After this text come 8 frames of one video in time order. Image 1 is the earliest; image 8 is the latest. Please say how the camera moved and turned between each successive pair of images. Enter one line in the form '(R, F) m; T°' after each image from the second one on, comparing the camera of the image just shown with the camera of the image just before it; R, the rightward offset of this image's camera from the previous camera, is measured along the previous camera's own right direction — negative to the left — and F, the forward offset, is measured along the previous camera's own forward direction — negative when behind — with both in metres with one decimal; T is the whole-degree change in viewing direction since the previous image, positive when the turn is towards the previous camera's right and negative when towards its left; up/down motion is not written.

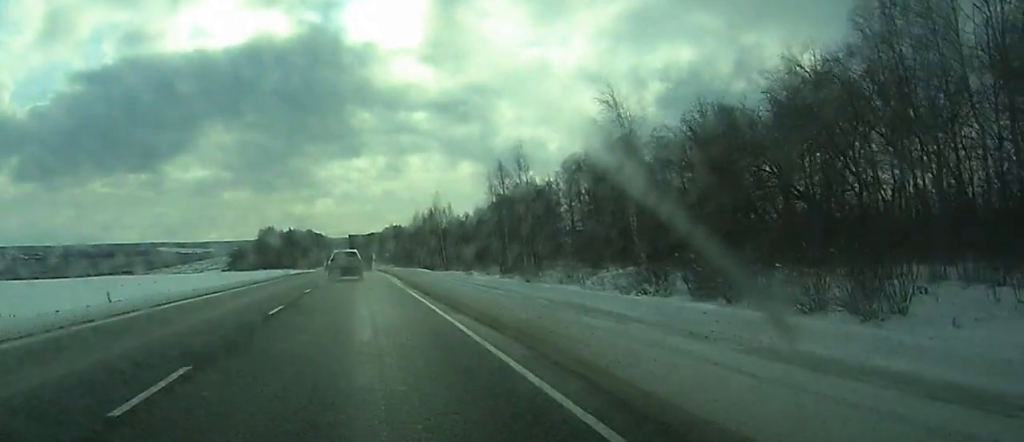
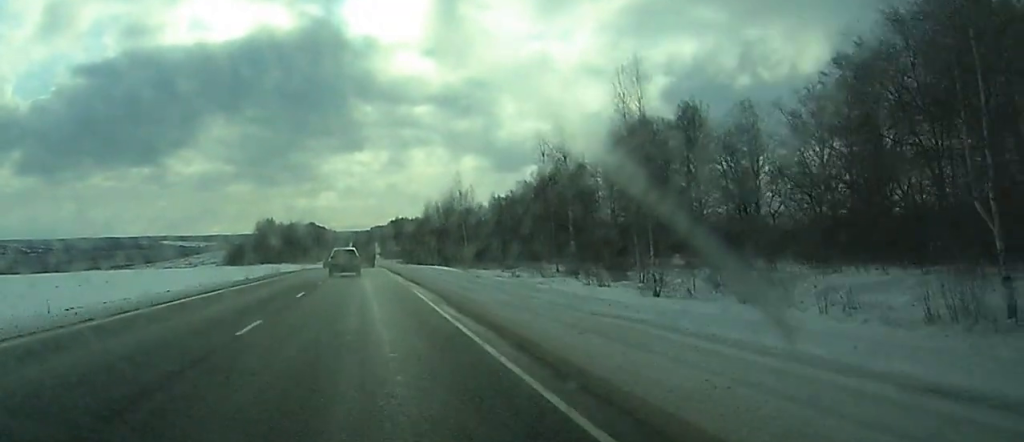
(0.0, +24.4) m; -1°
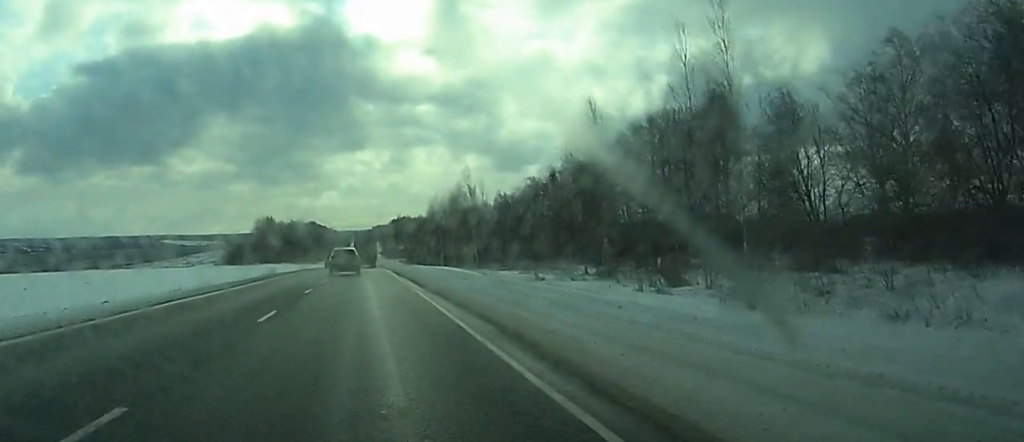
(-0.1, +8.0) m; 0°
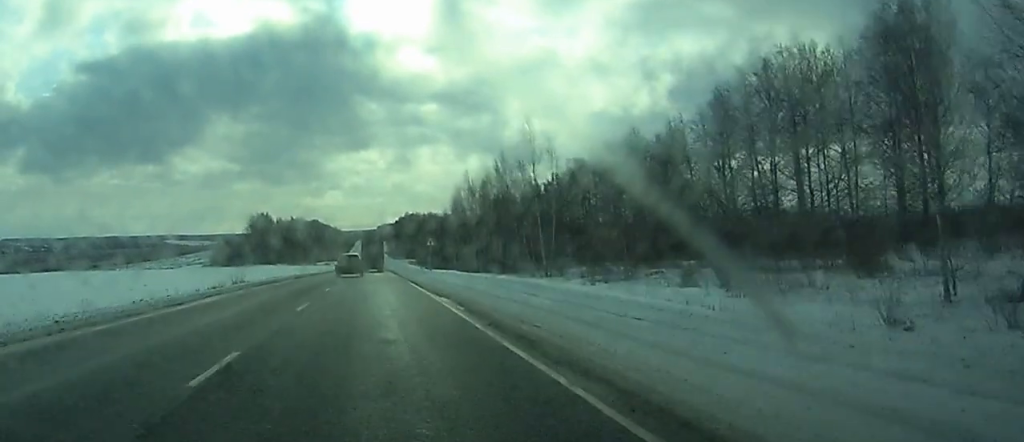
(-0.3, +36.8) m; -1°
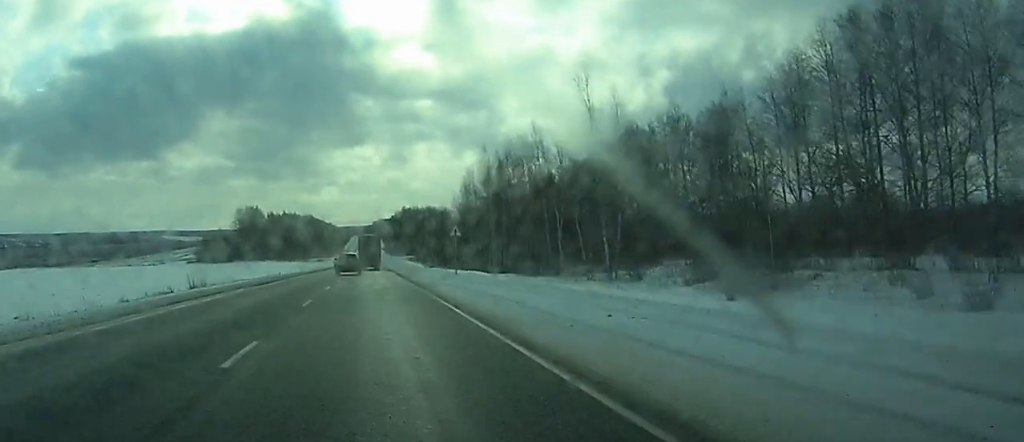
(0.0, +19.9) m; 0°
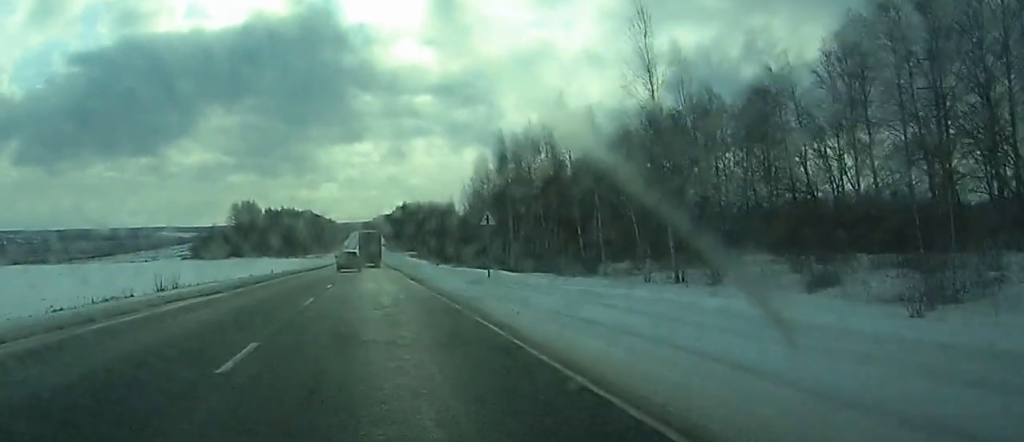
(0.0, +11.4) m; 0°
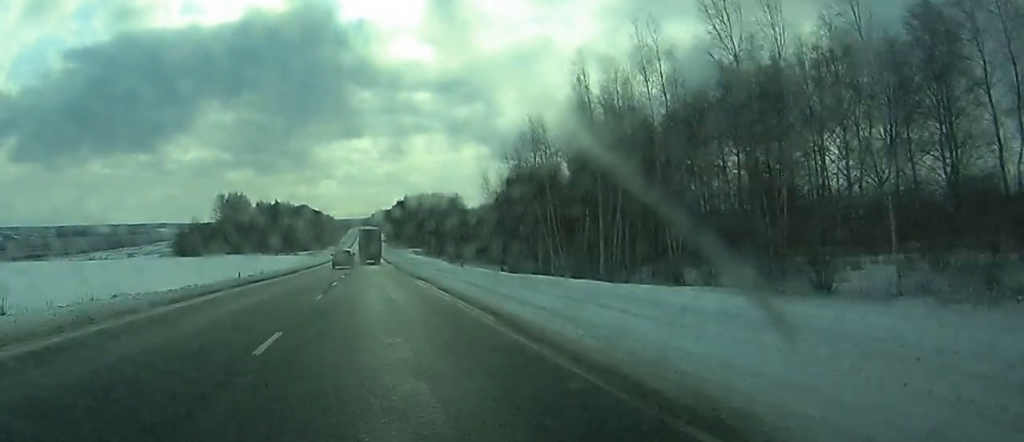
(+0.2, +34.6) m; +1°
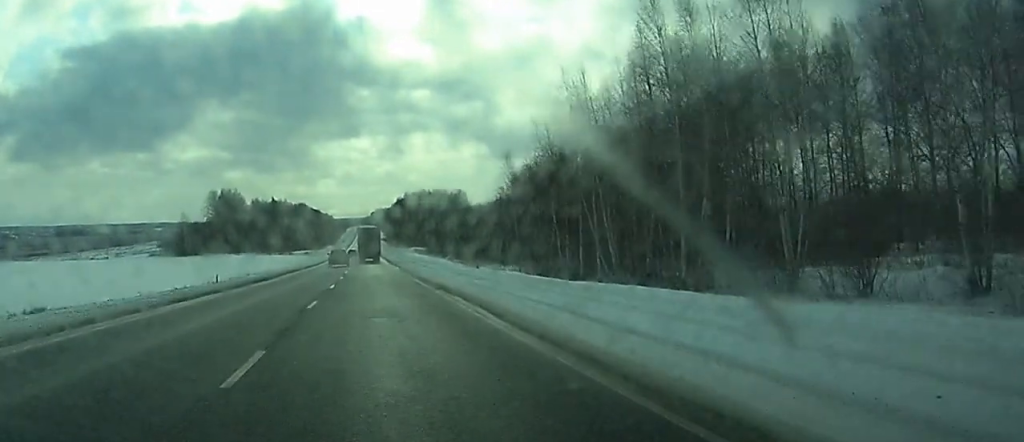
(0.0, +15.7) m; +1°
